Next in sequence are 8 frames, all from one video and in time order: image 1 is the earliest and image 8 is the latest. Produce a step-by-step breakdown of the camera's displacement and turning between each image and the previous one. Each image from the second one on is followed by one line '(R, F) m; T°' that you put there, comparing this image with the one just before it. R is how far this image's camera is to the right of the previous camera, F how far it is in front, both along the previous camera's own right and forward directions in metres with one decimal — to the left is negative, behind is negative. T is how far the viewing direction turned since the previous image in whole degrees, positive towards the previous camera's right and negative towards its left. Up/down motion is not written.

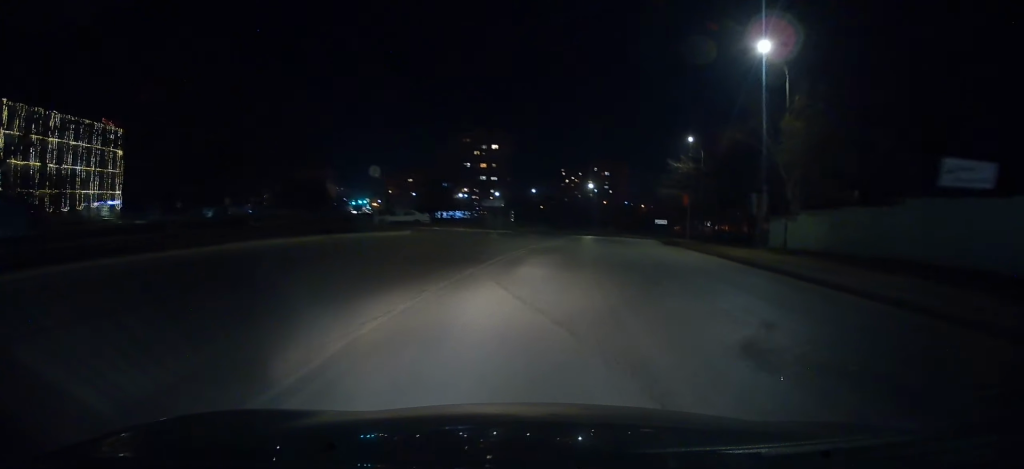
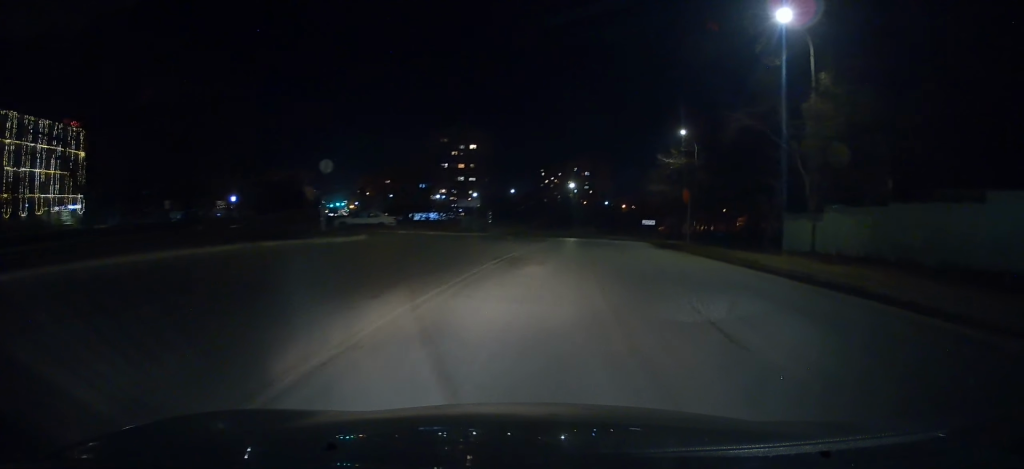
(+0.1, +5.3) m; +2°
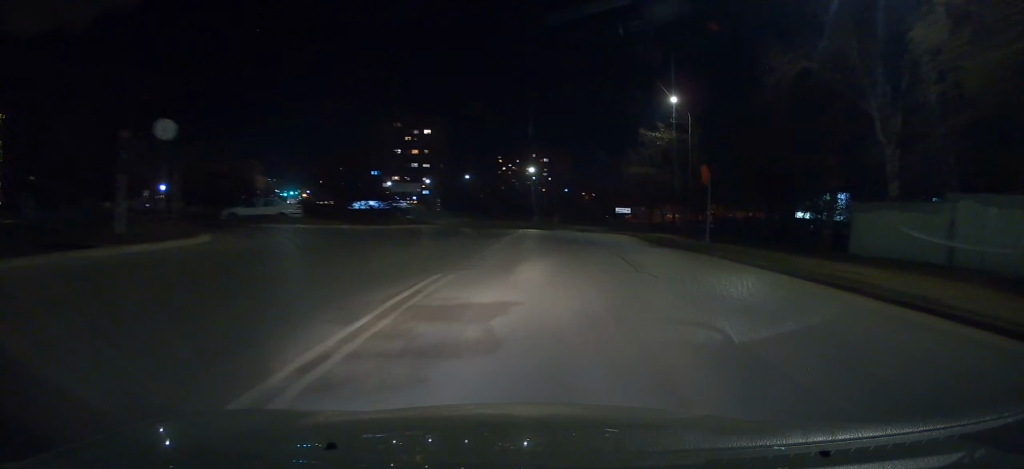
(0.0, +11.4) m; +4°
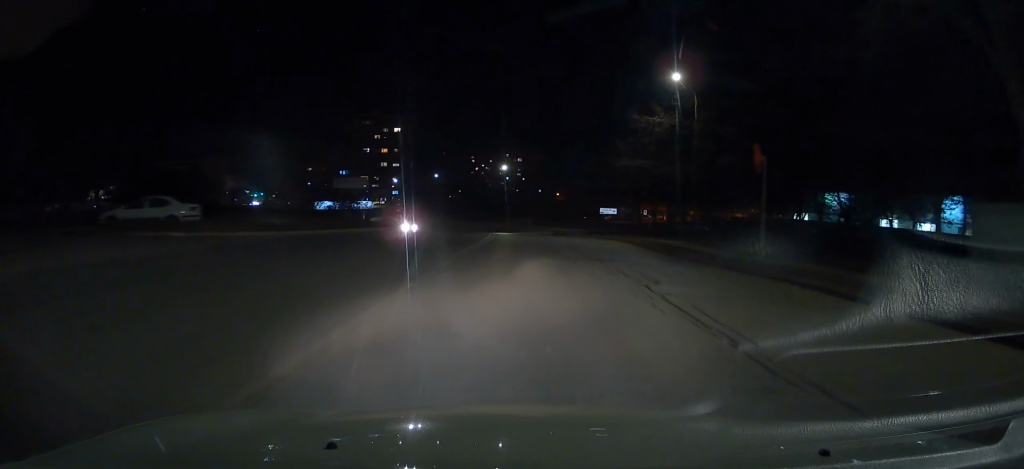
(+0.5, +8.3) m; +2°
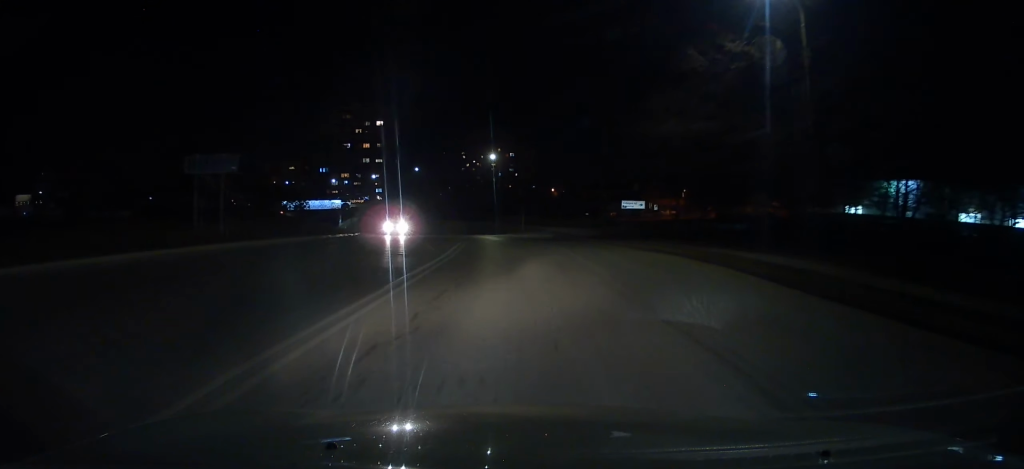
(+0.5, +16.7) m; +3°
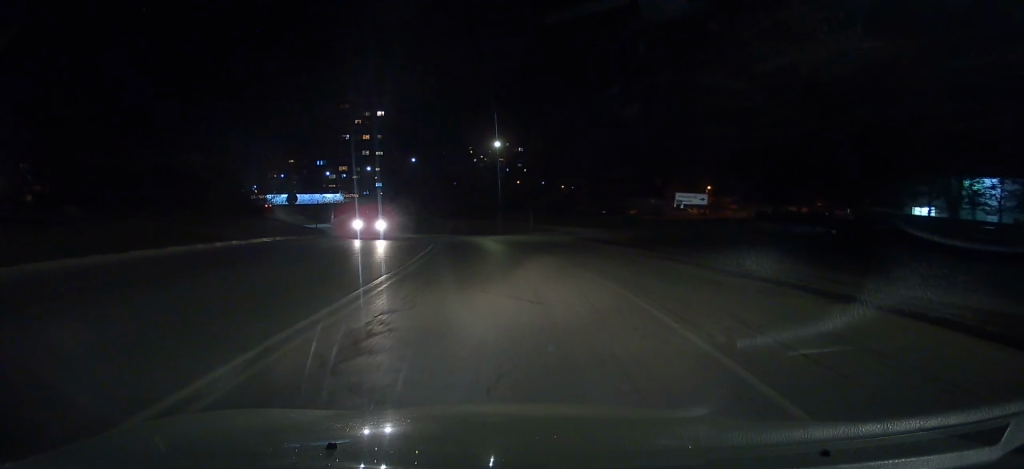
(+0.4, +13.1) m; +1°
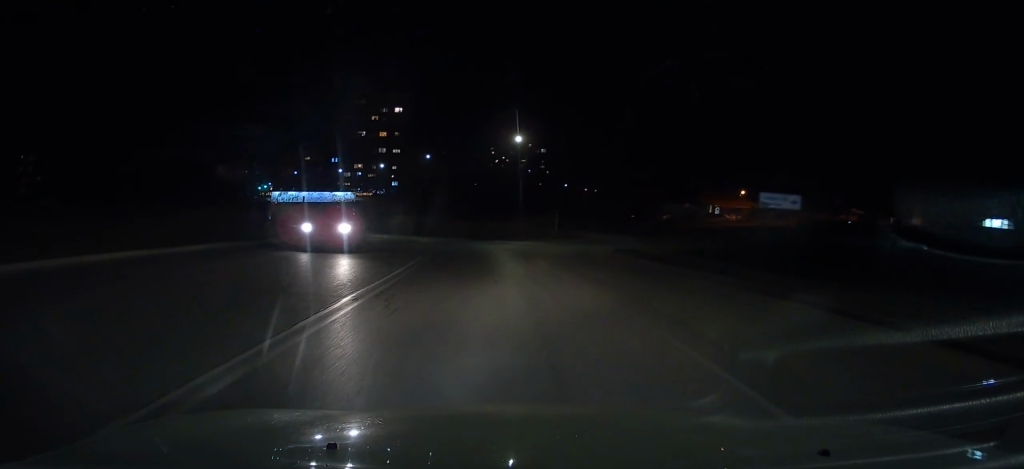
(-0.1, +8.2) m; -1°
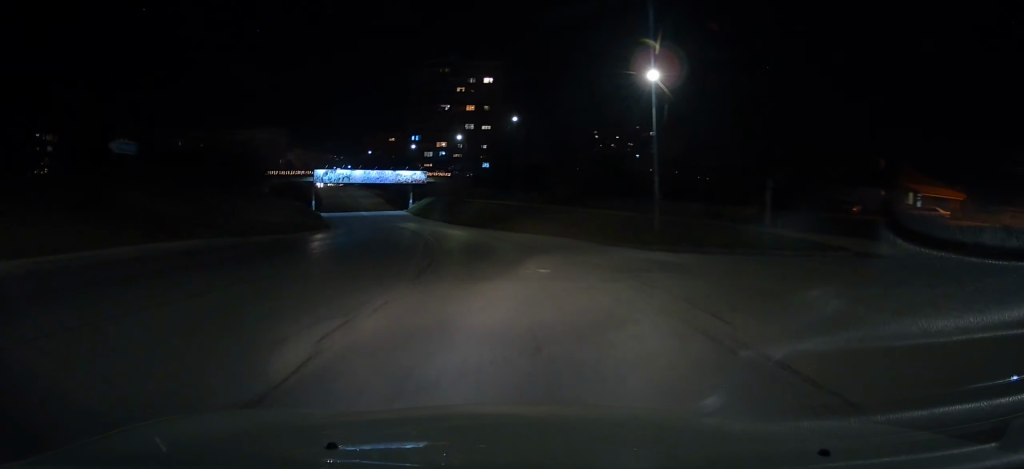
(-1.8, +29.1) m; -8°
